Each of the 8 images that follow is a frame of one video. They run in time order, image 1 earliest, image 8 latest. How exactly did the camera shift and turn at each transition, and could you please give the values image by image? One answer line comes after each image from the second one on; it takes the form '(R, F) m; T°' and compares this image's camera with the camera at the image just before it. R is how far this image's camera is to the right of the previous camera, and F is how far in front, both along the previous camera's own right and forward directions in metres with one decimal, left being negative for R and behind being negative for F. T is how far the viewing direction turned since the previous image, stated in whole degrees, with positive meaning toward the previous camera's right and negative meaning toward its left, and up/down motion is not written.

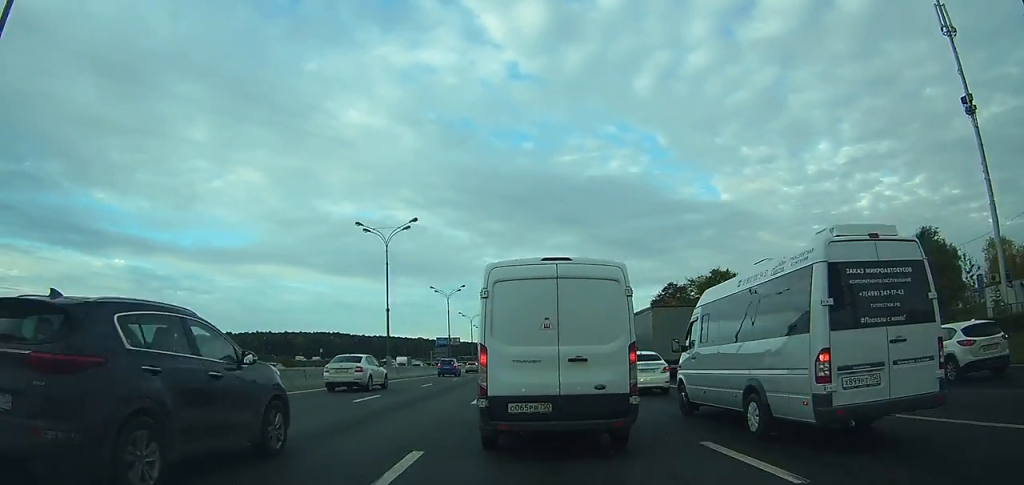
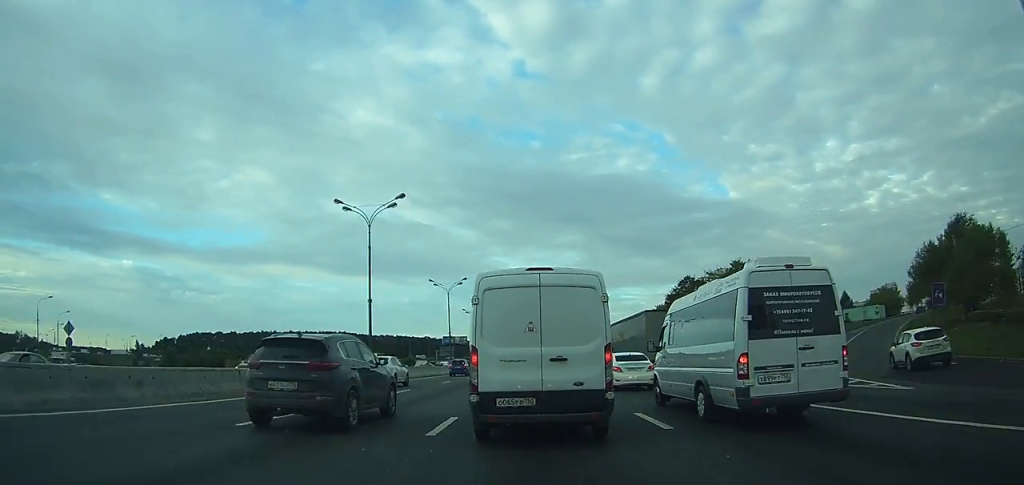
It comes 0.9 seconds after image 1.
(0.0, +7.8) m; 0°
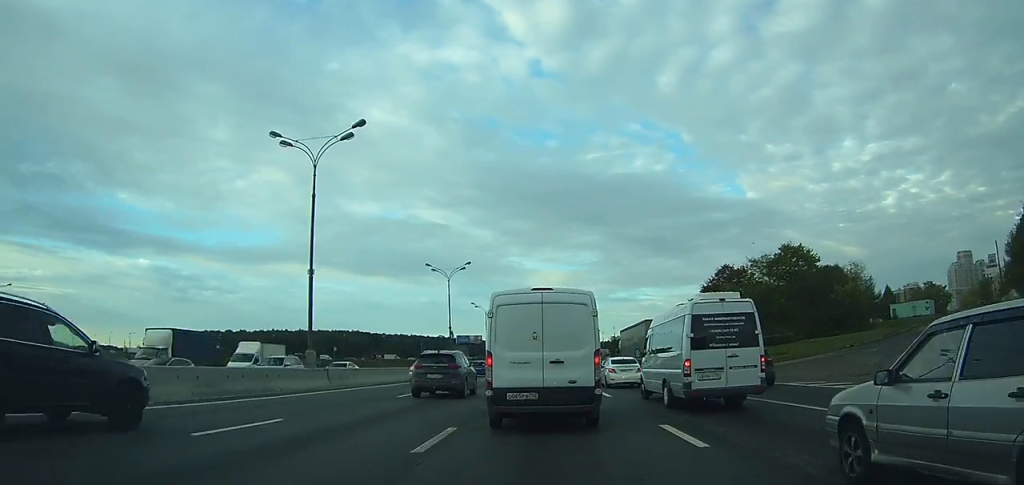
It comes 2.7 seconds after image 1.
(-0.1, +14.9) m; -1°
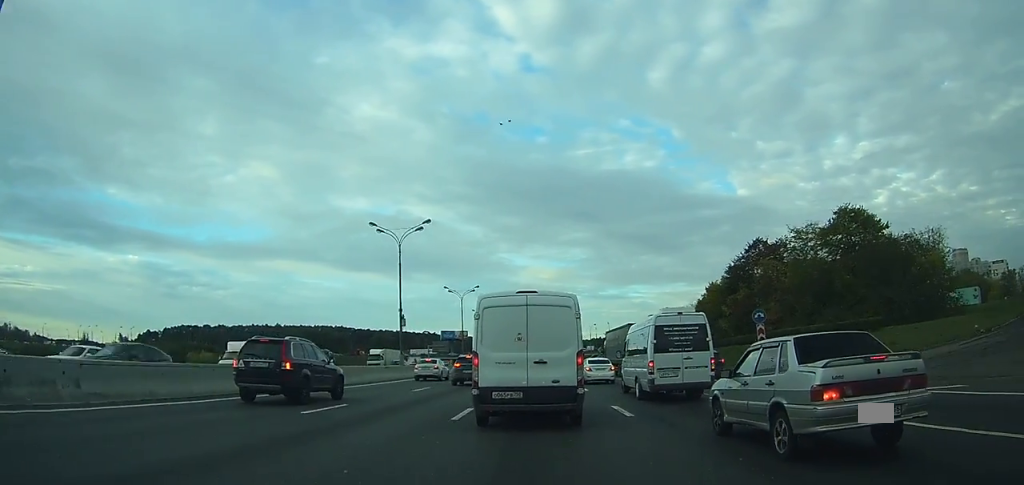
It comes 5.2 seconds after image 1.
(-0.4, +19.2) m; 0°
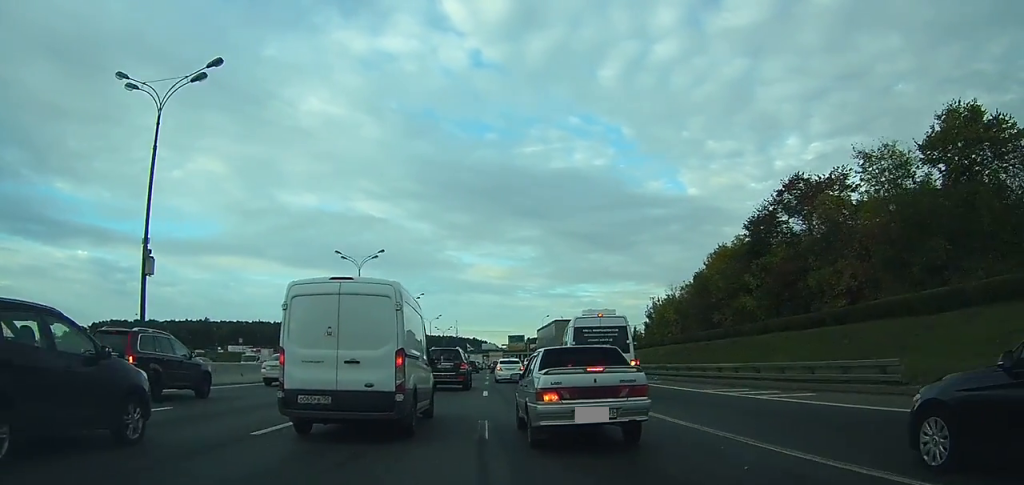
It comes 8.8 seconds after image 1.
(+0.6, +26.0) m; +2°
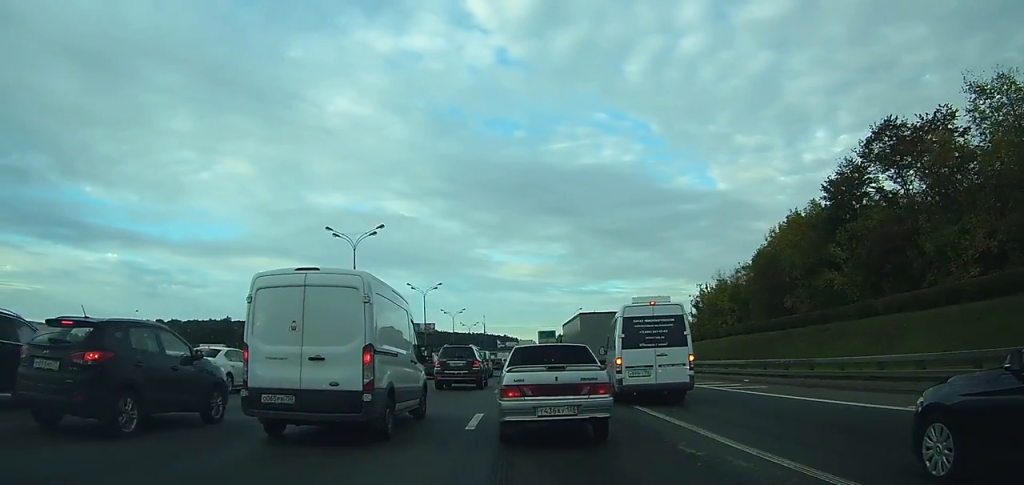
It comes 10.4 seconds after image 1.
(+0.1, +11.7) m; -1°
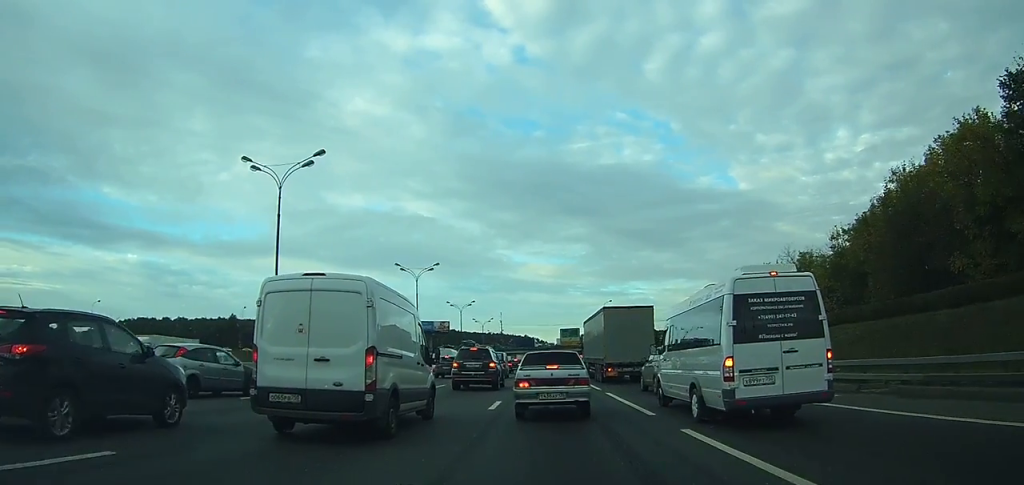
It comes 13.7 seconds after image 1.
(-0.7, +21.7) m; -2°
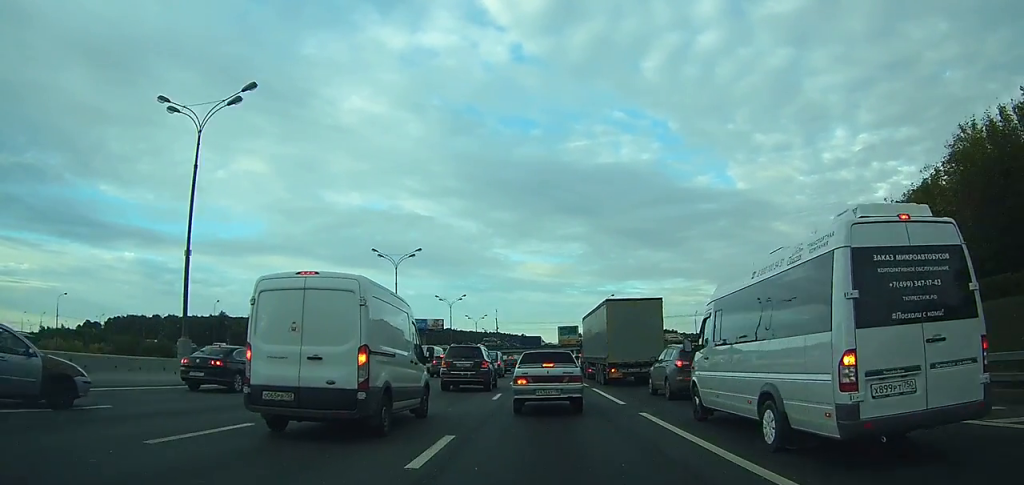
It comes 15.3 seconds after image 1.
(0.0, +8.7) m; 0°
